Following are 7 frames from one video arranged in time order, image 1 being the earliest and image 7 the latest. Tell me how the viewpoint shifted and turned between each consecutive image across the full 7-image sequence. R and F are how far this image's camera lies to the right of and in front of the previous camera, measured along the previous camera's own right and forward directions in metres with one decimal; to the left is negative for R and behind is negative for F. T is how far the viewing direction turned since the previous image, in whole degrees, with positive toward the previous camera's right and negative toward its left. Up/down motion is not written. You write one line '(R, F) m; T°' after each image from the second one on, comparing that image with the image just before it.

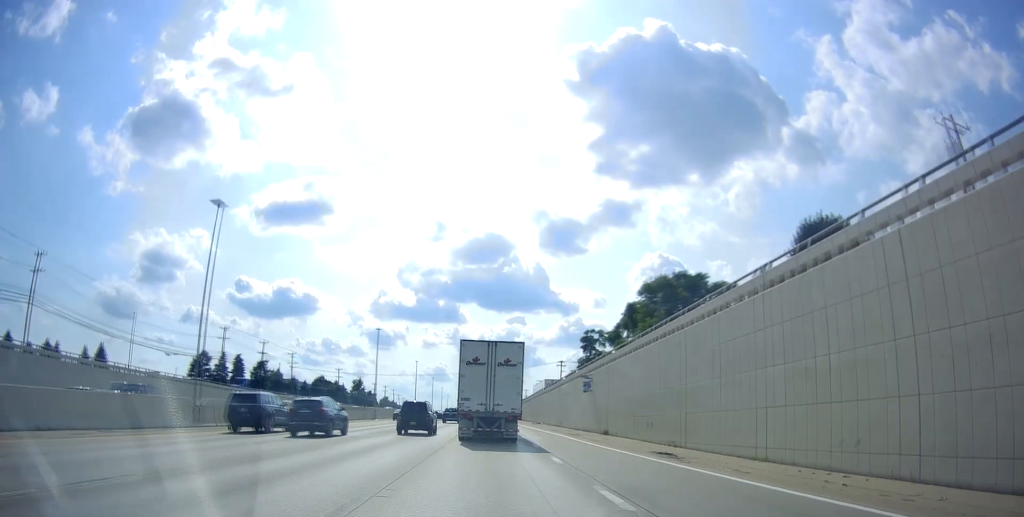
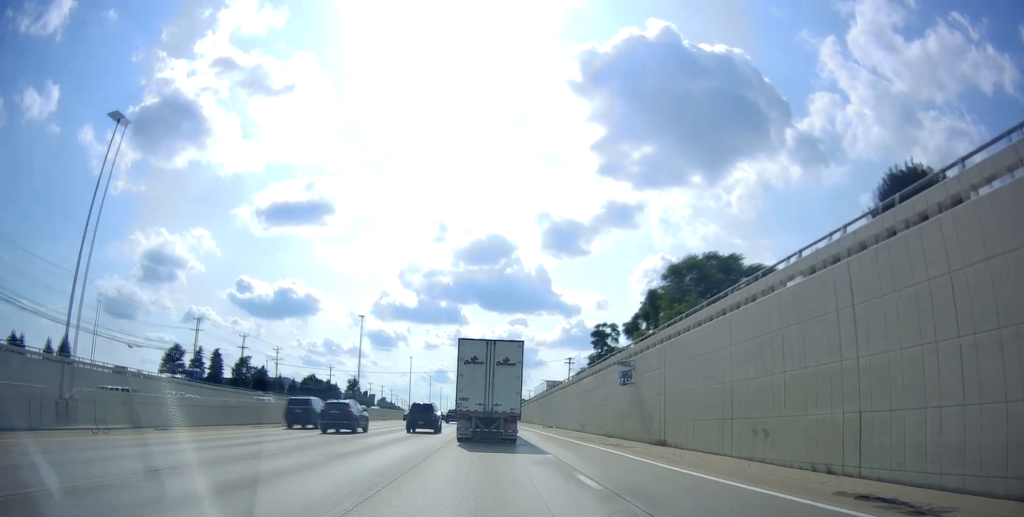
(0.0, +12.0) m; 0°
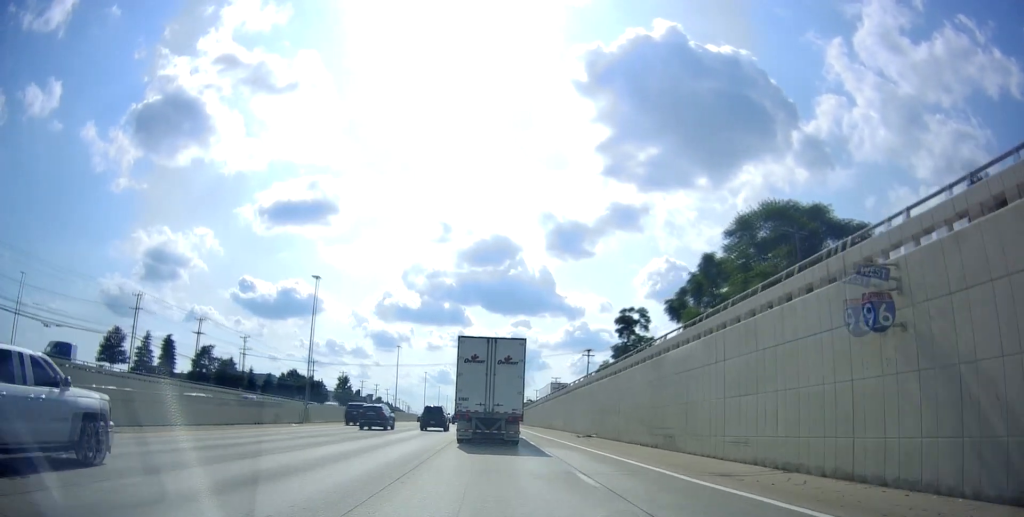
(0.0, +22.3) m; 0°
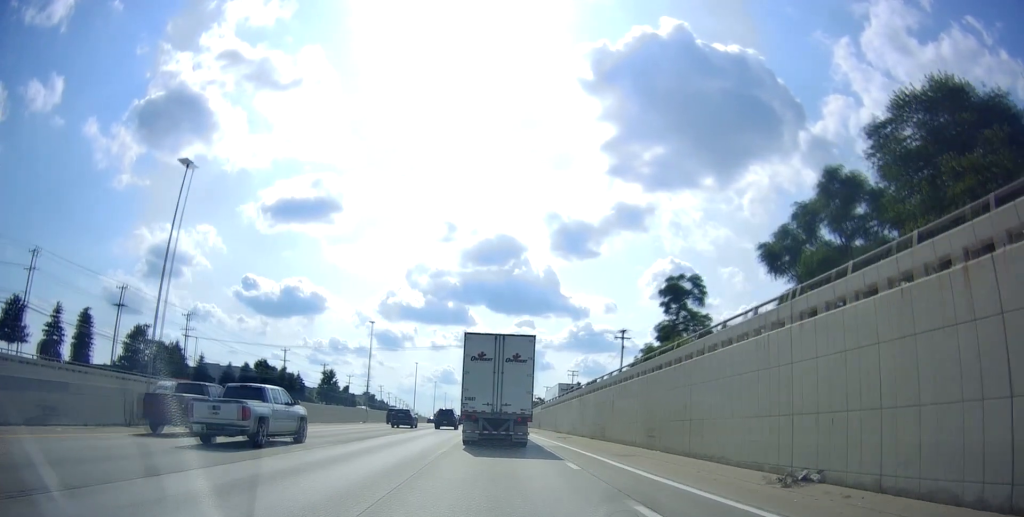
(0.0, +27.3) m; 0°
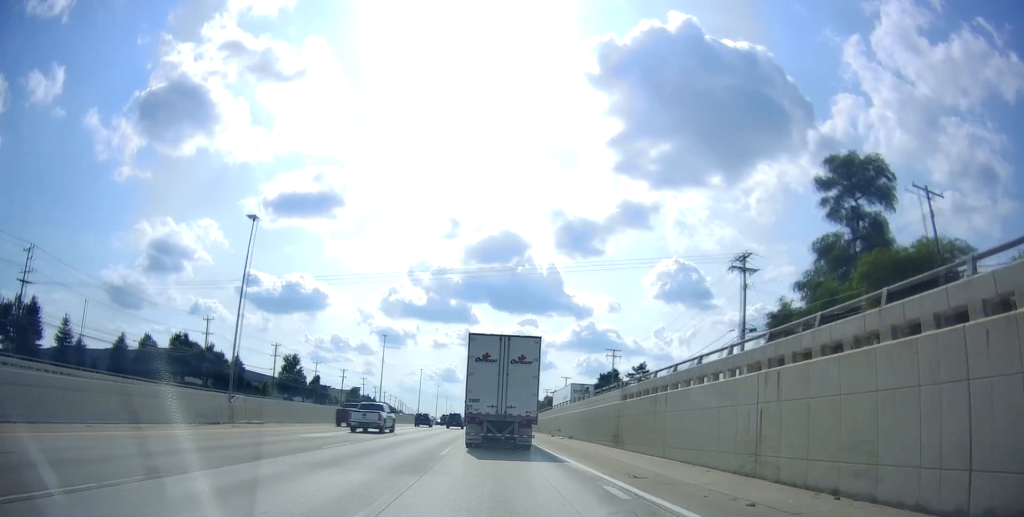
(-0.4, +43.6) m; -2°
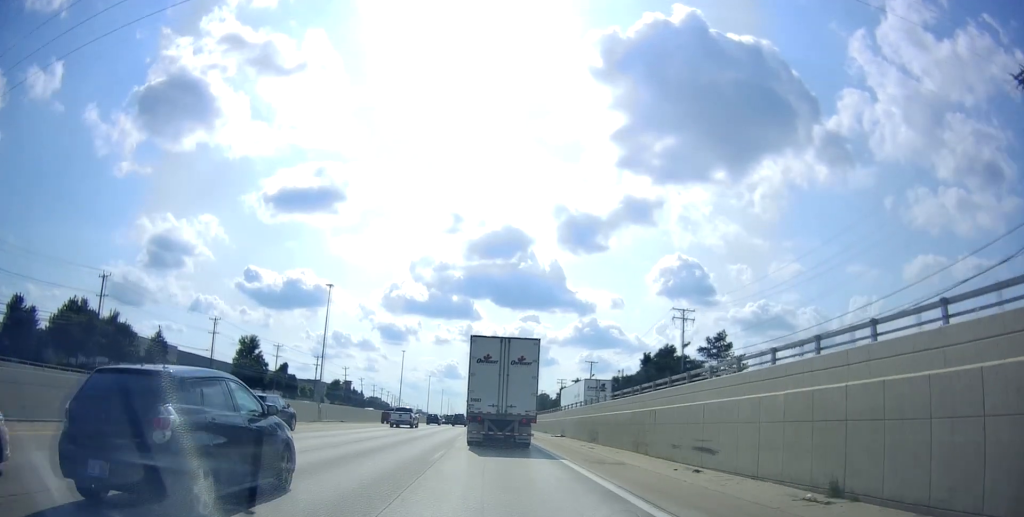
(+0.2, +33.6) m; 0°
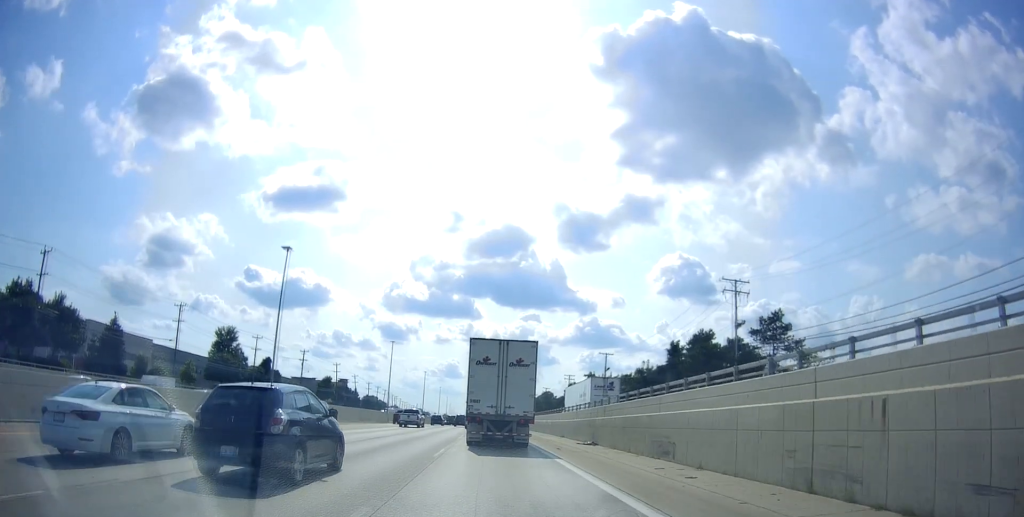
(-0.3, +13.5) m; 0°
